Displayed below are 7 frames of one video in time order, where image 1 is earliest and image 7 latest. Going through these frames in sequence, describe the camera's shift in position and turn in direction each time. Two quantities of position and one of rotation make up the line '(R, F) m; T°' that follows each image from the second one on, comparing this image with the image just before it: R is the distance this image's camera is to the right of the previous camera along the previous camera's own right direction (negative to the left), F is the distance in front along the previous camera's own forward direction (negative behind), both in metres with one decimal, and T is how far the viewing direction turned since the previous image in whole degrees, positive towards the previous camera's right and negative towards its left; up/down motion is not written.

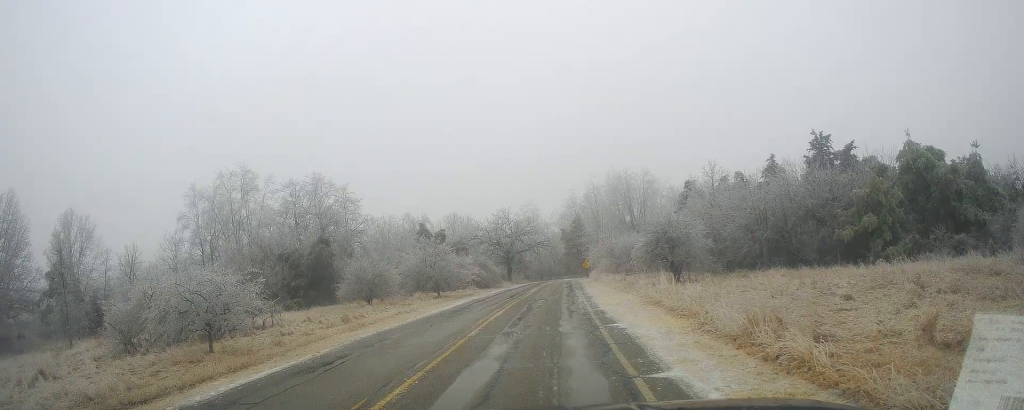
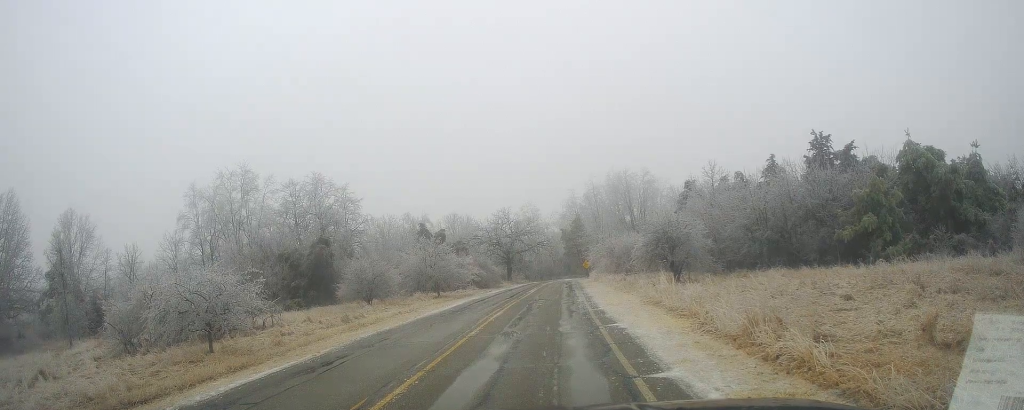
(0.0, 0.0) m; 0°
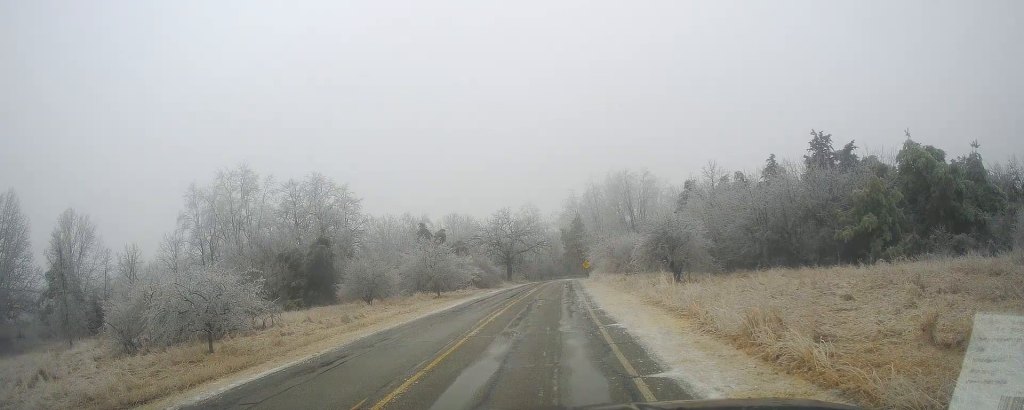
(0.0, 0.0) m; 0°
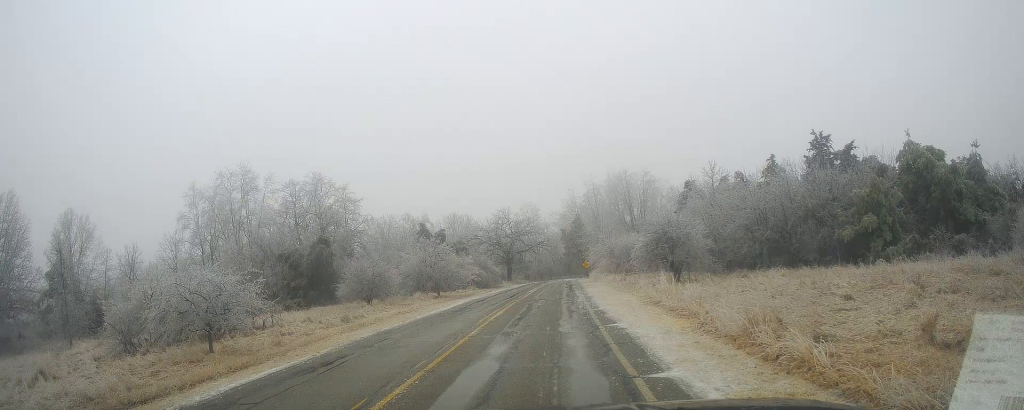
(0.0, 0.0) m; 0°
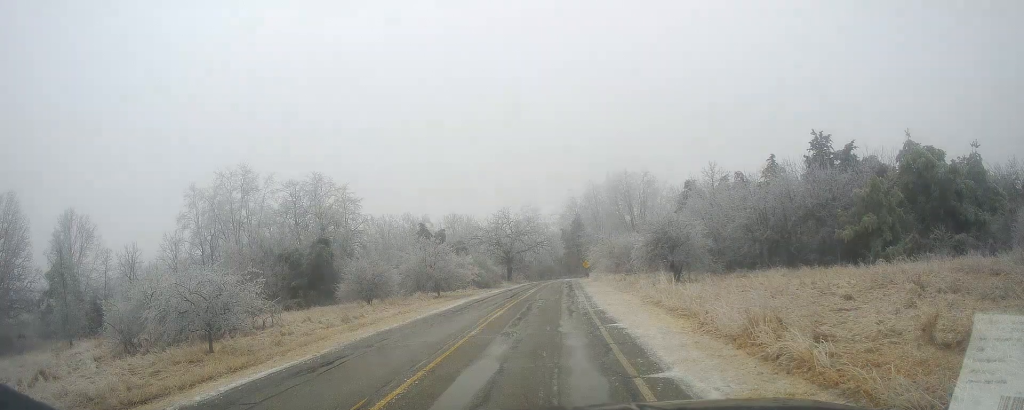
(-0.2, +0.6) m; 0°
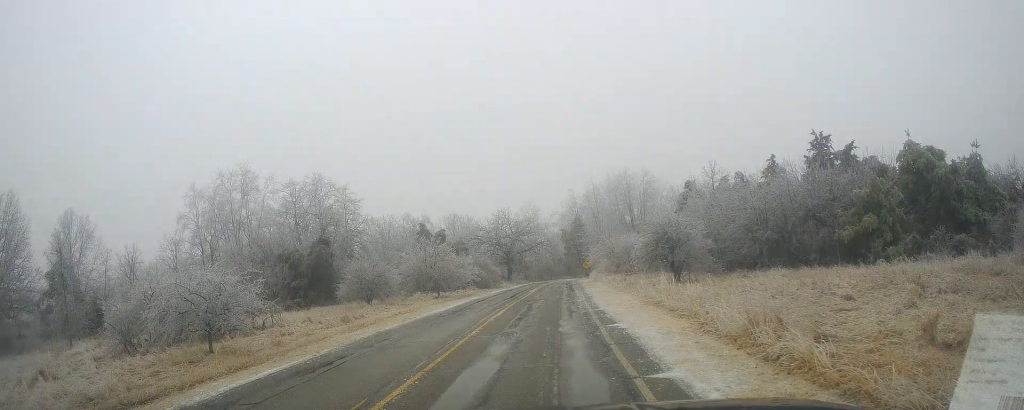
(+0.1, +0.4) m; 0°
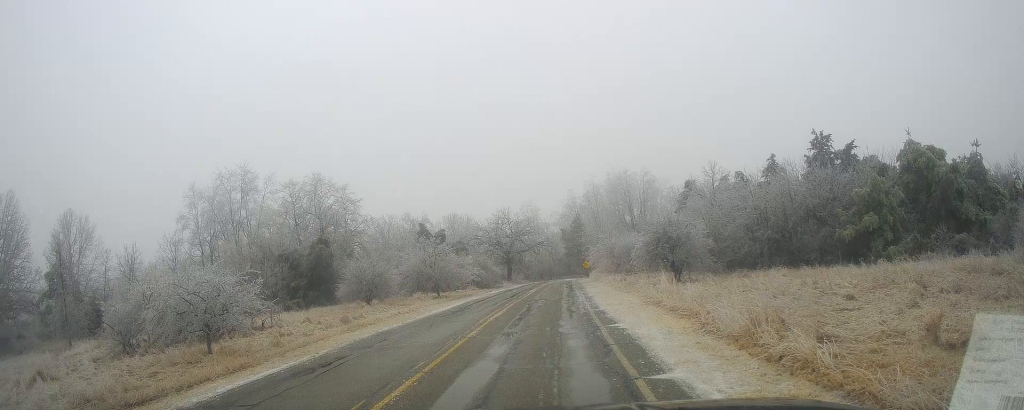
(0.0, 0.0) m; 0°
